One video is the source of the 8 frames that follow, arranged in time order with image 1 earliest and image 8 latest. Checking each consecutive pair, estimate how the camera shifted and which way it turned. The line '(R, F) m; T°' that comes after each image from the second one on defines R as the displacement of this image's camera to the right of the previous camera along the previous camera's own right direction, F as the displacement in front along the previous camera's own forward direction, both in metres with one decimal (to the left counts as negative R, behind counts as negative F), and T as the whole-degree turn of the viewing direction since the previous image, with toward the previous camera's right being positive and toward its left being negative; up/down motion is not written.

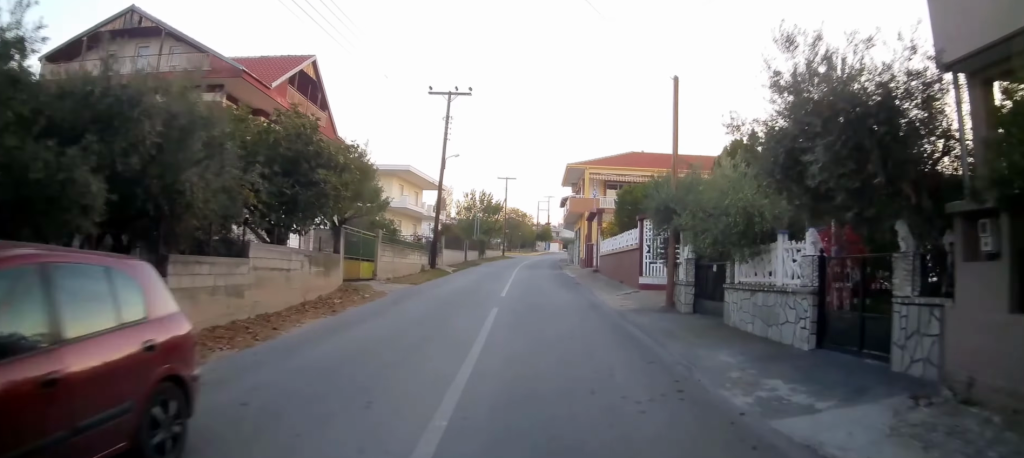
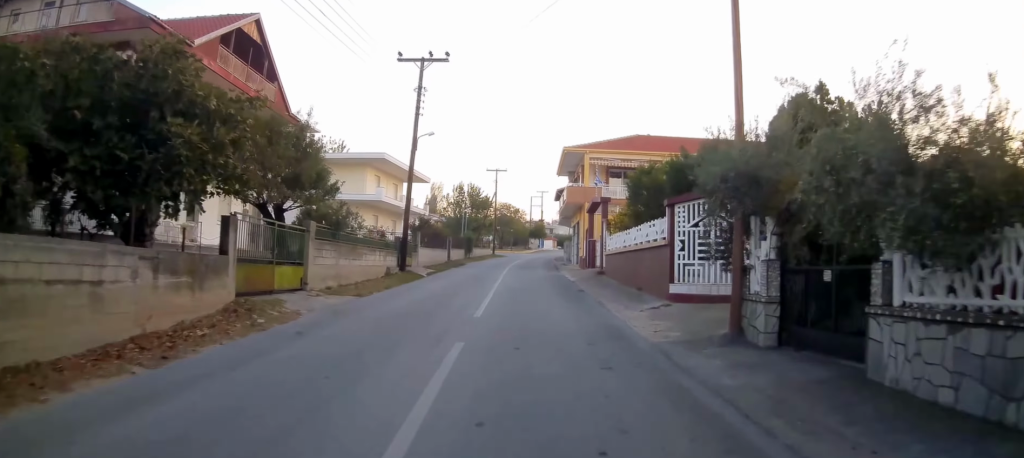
(+0.1, +6.2) m; +1°
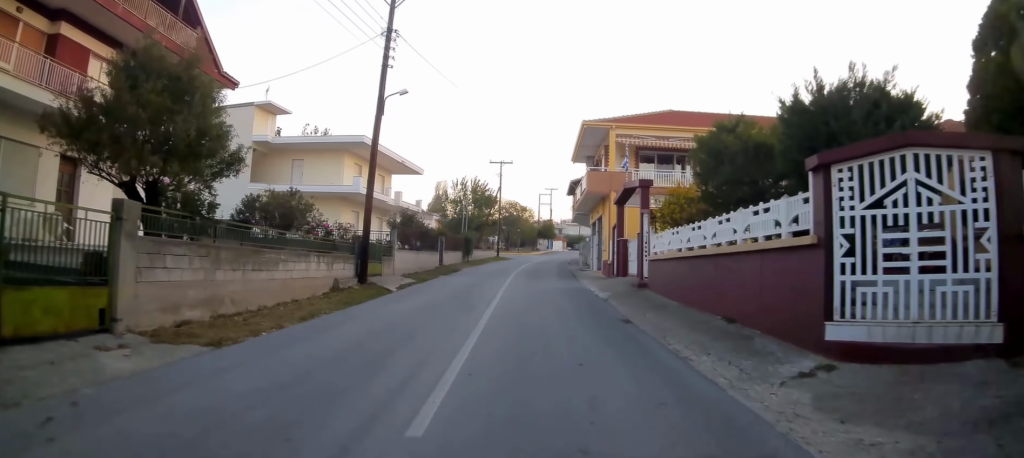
(+0.1, +8.2) m; -1°
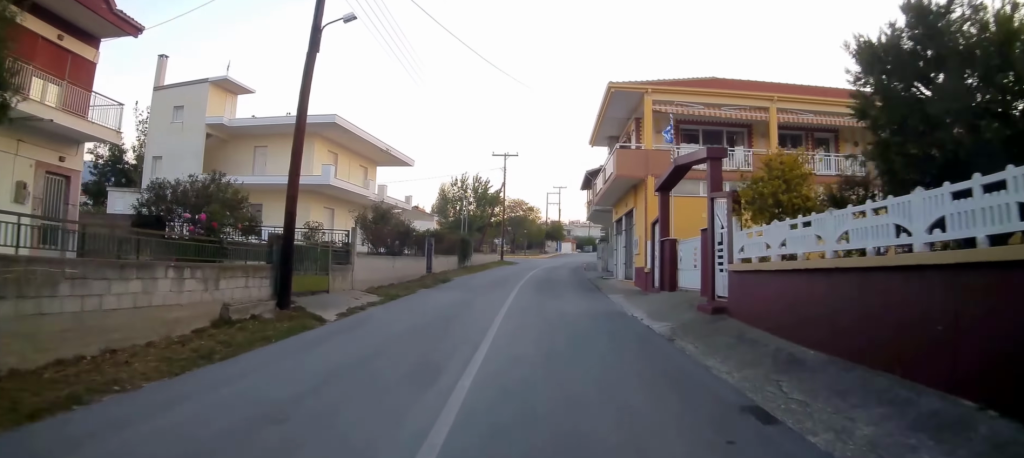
(0.0, +7.4) m; -1°
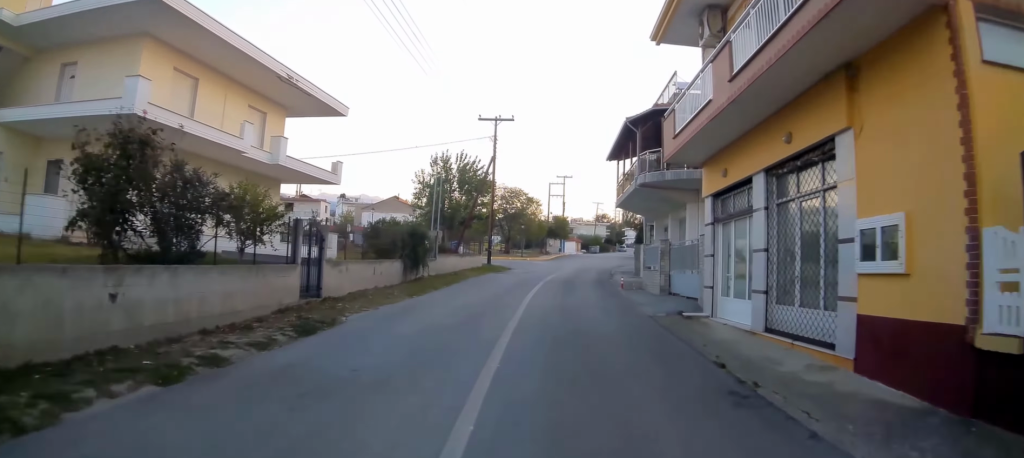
(-0.1, +17.1) m; +1°
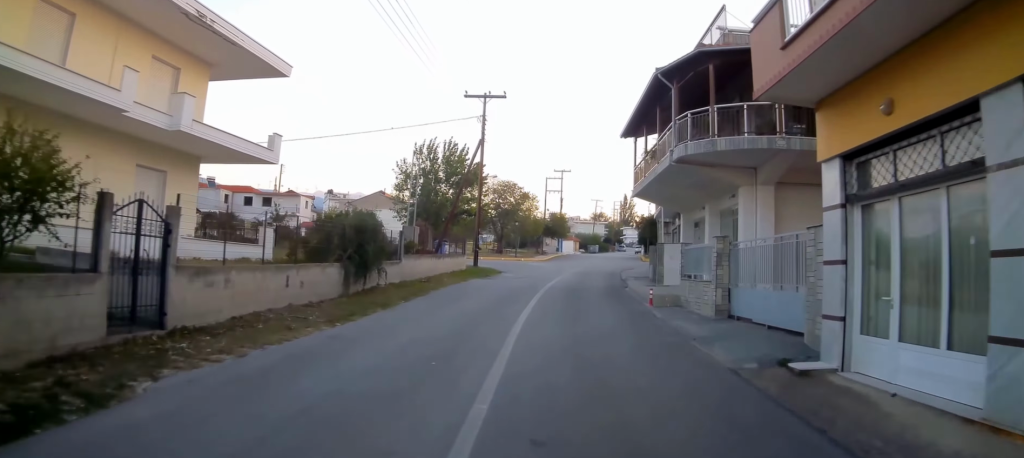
(+0.1, +6.7) m; +1°
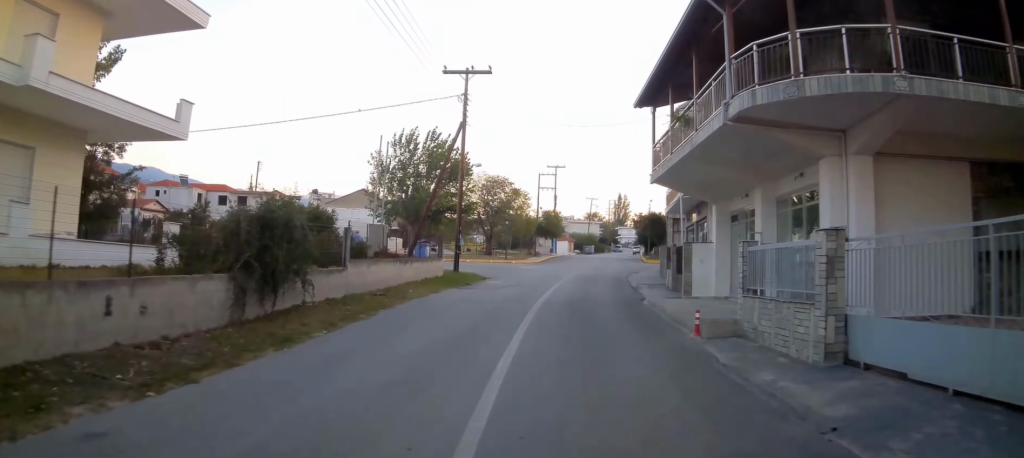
(0.0, +5.7) m; +1°
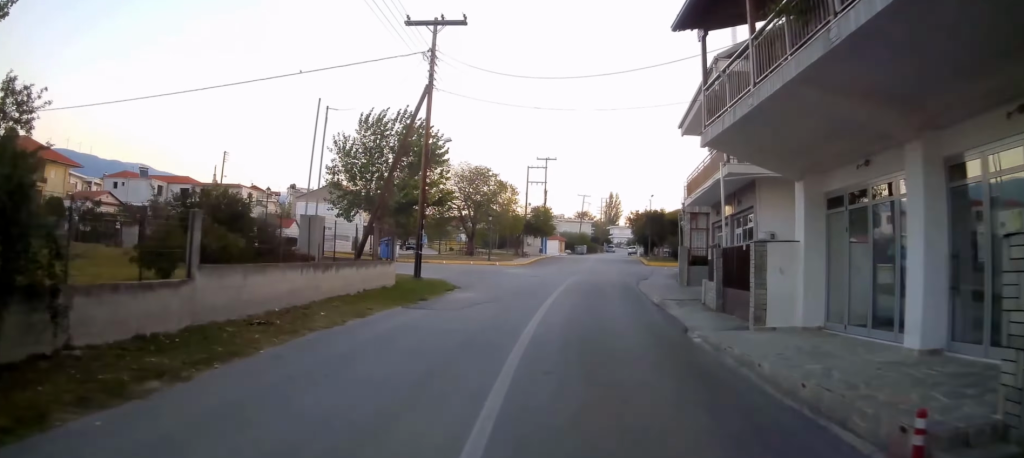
(0.0, +7.2) m; +1°
